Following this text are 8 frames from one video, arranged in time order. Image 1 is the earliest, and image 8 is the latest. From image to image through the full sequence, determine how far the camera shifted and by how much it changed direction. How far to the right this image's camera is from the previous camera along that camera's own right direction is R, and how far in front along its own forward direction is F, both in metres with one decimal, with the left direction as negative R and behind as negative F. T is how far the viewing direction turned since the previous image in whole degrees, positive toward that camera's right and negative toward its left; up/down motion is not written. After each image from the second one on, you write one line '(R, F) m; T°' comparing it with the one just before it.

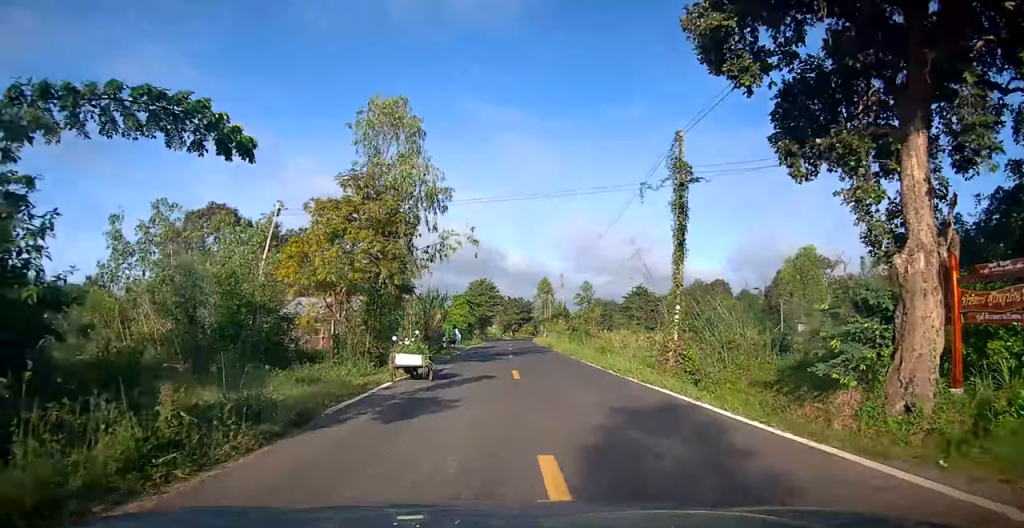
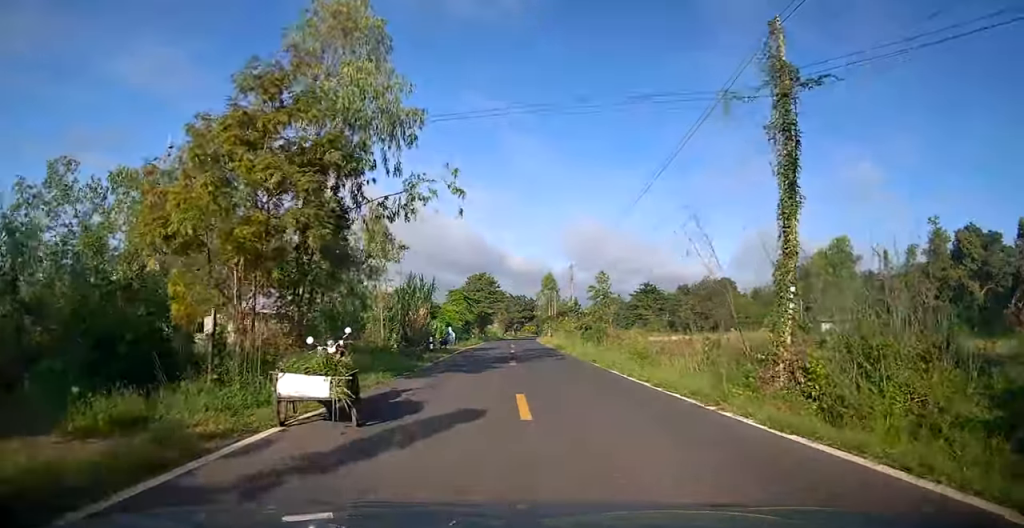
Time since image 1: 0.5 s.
(+0.1, +6.8) m; 0°
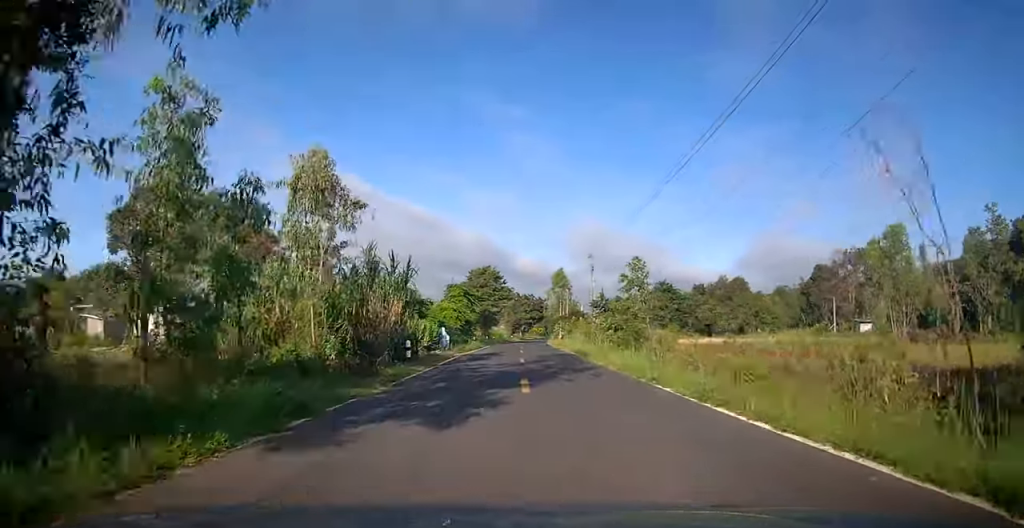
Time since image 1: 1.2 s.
(-0.1, +8.6) m; 0°
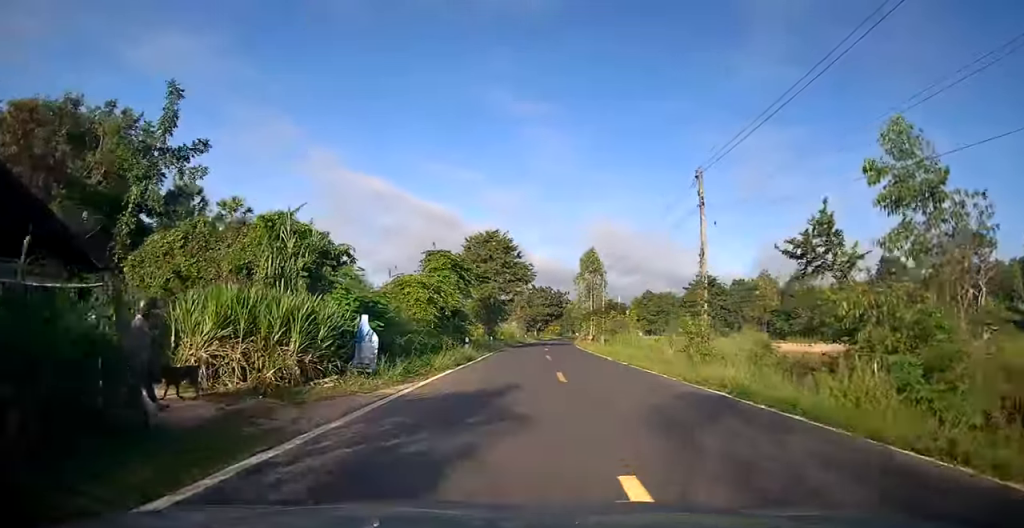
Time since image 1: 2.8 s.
(0.0, +21.4) m; -1°
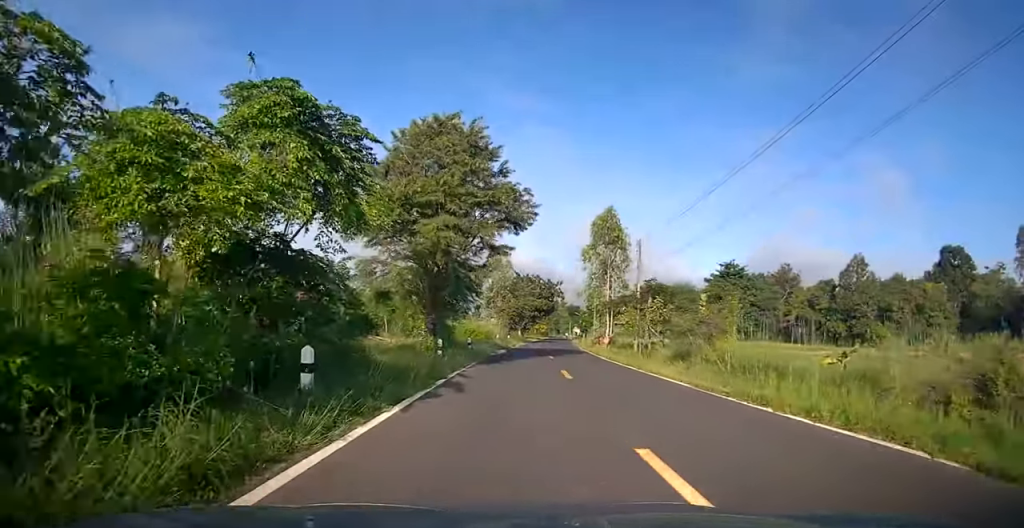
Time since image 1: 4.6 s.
(-0.4, +22.6) m; 0°
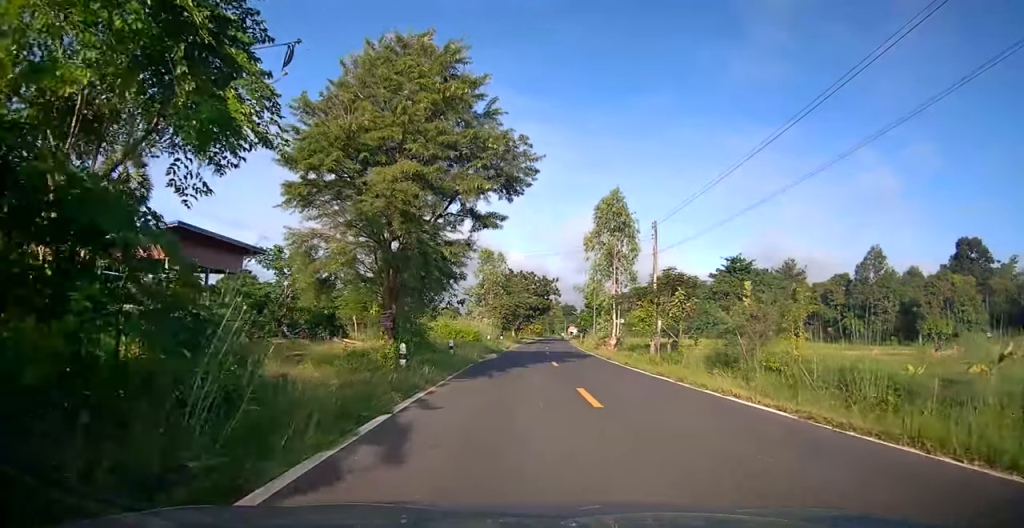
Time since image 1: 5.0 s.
(0.0, +5.7) m; +1°
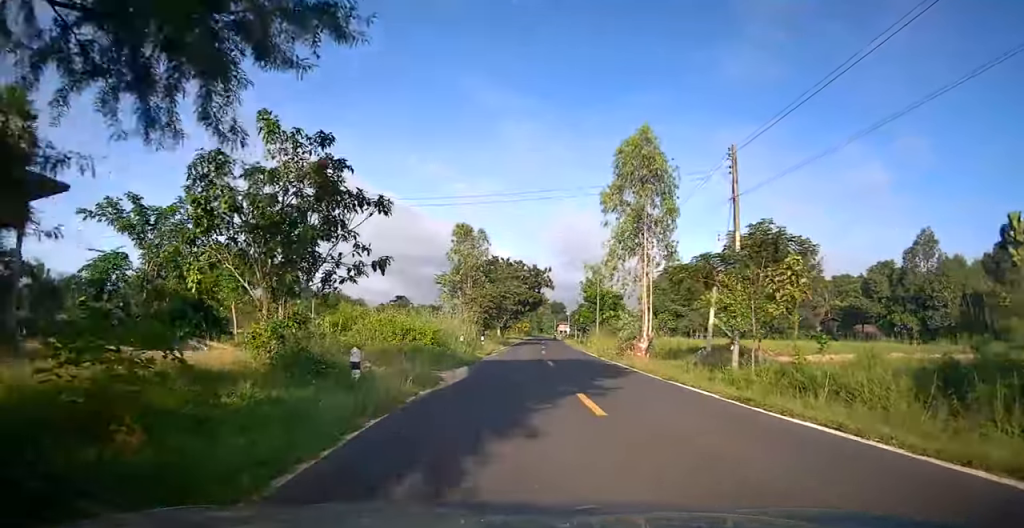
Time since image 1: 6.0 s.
(+0.2, +12.7) m; +2°
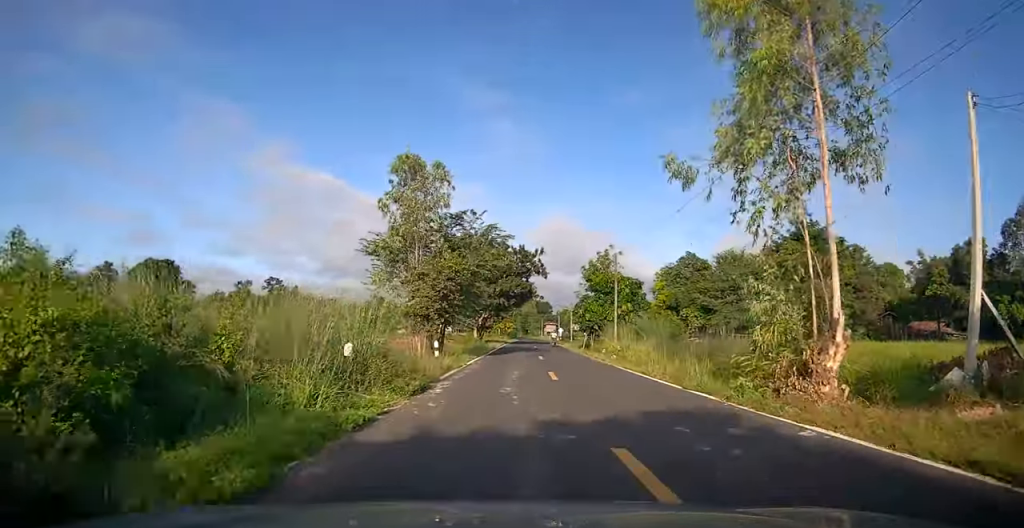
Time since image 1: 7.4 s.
(+0.3, +17.7) m; +3°
